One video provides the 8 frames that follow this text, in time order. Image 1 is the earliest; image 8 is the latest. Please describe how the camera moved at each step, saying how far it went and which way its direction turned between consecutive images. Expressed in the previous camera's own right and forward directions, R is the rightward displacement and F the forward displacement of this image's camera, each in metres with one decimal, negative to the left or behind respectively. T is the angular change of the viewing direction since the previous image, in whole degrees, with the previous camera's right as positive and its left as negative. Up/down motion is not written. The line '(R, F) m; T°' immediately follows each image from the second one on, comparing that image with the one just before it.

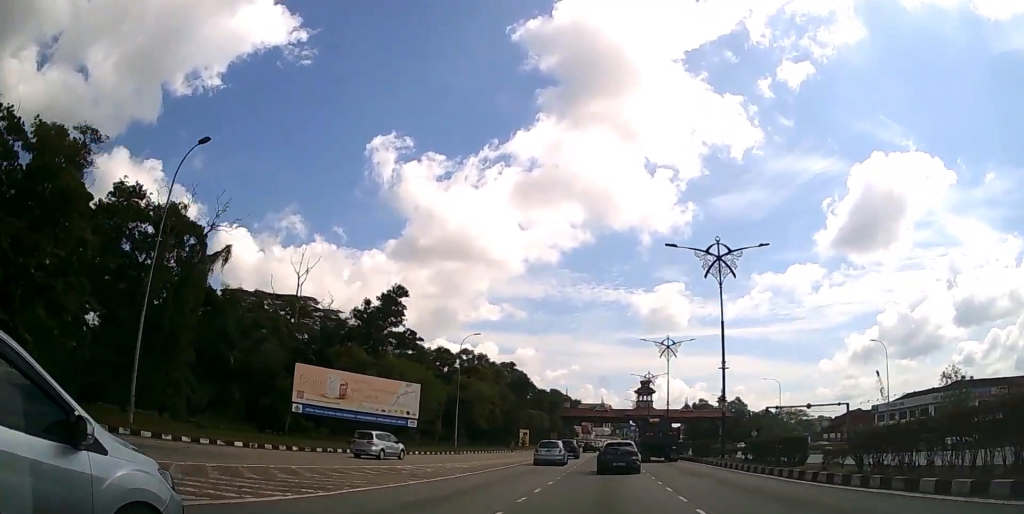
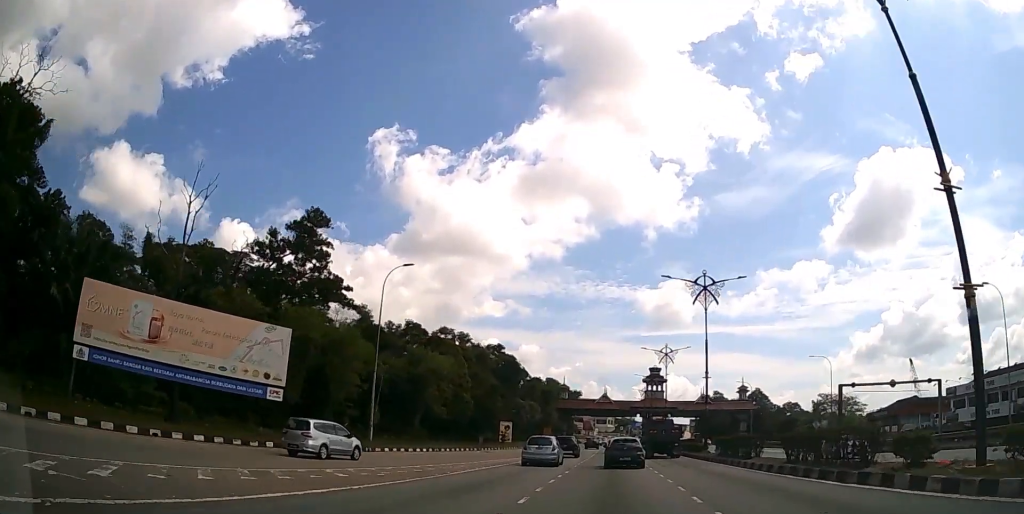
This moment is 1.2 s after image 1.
(-0.2, +22.5) m; 0°
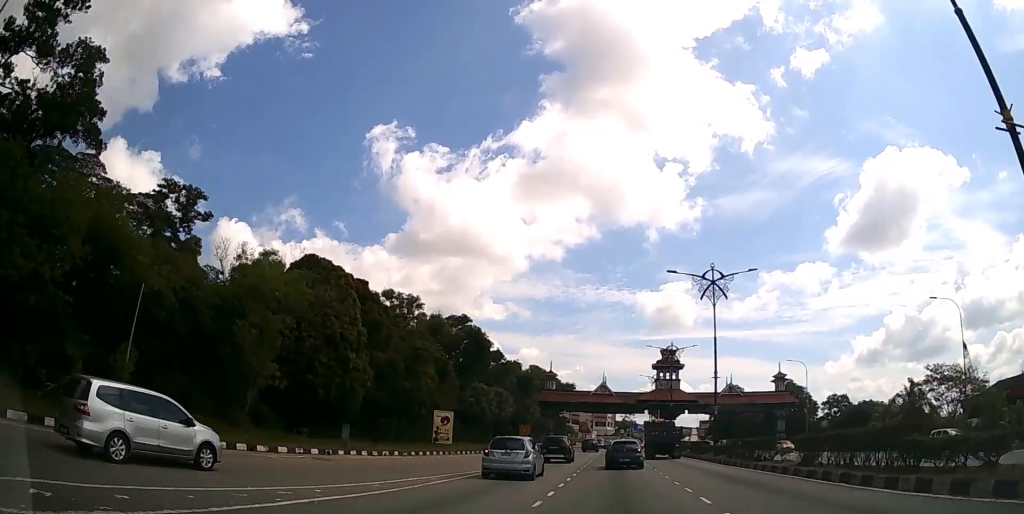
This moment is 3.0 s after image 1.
(+0.1, +32.6) m; 0°
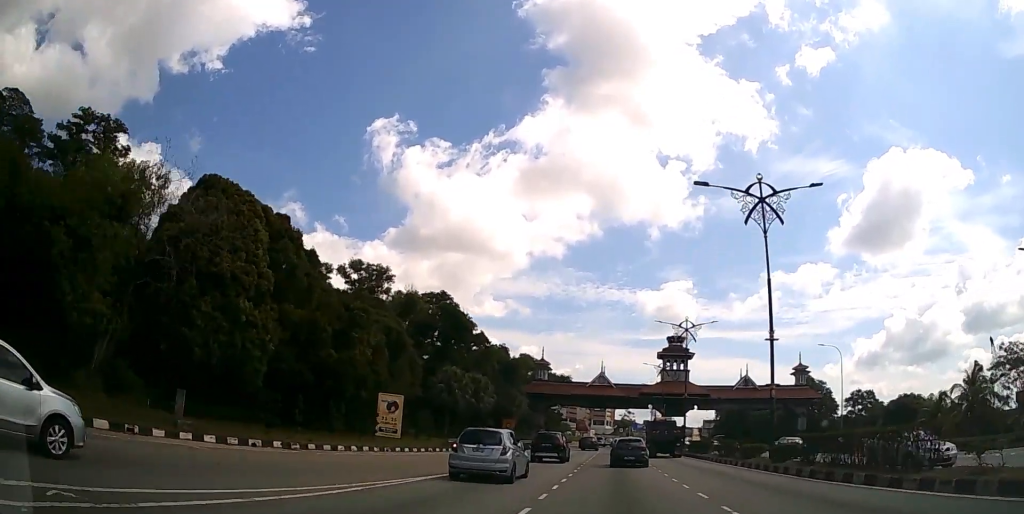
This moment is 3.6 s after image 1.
(0.0, +13.0) m; 0°
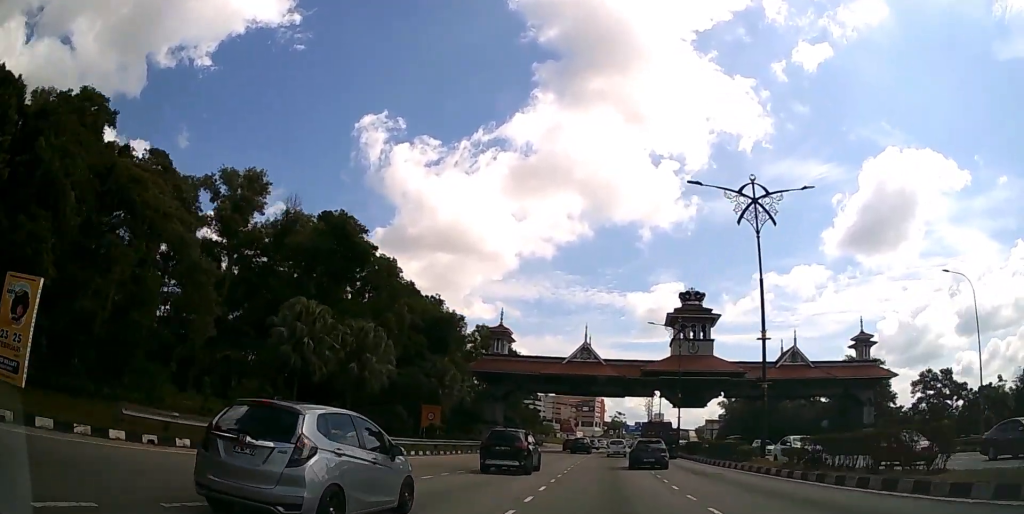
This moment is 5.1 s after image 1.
(+0.1, +30.0) m; +1°
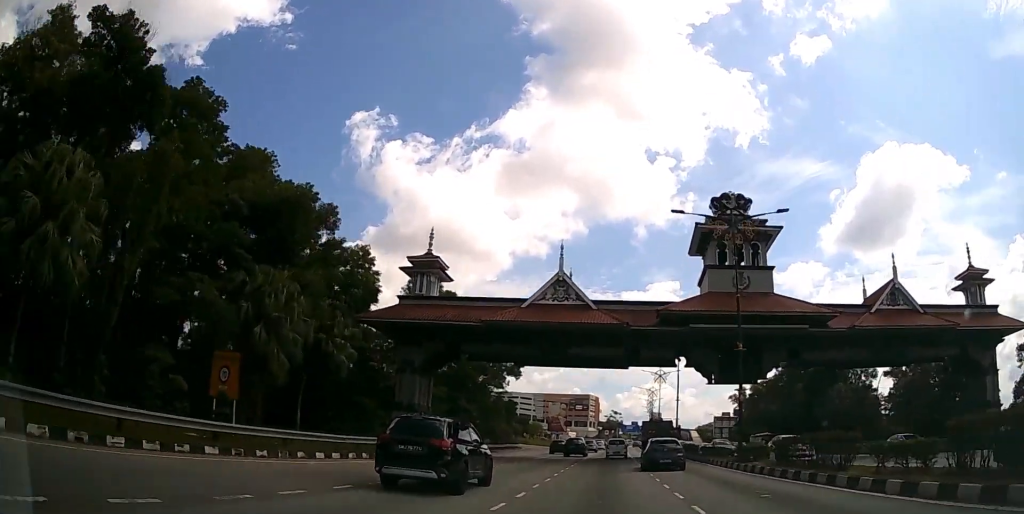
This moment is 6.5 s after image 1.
(+0.1, +27.0) m; 0°
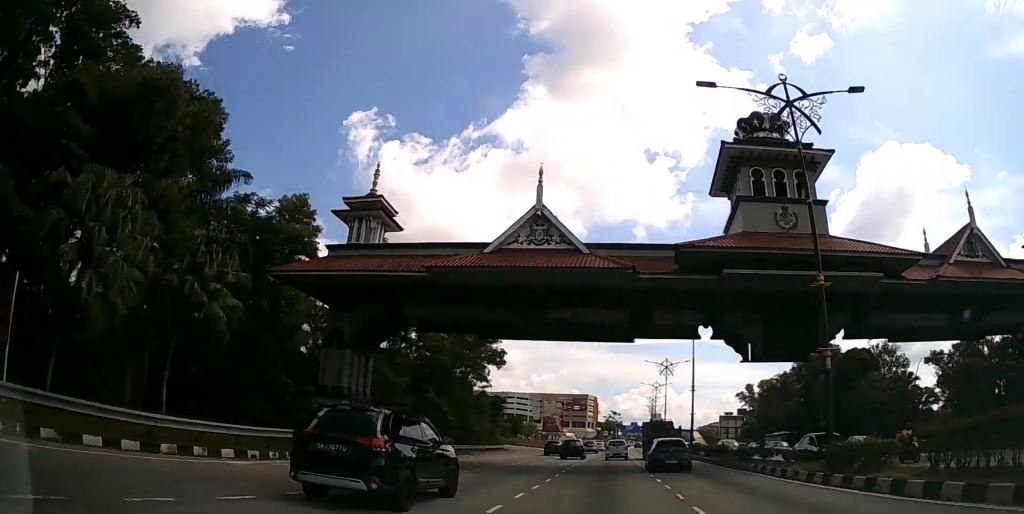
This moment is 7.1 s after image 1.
(0.0, +11.7) m; 0°
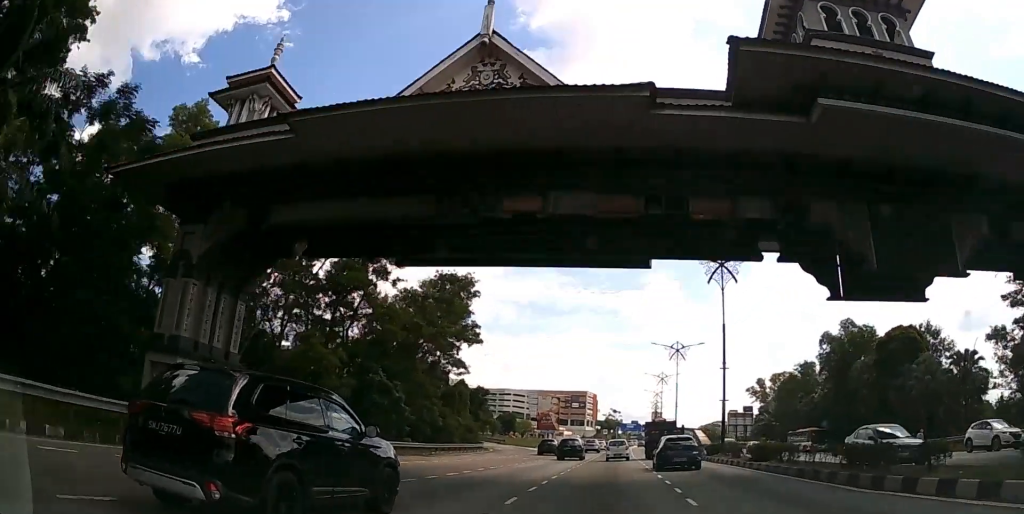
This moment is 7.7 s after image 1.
(0.0, +12.5) m; 0°
